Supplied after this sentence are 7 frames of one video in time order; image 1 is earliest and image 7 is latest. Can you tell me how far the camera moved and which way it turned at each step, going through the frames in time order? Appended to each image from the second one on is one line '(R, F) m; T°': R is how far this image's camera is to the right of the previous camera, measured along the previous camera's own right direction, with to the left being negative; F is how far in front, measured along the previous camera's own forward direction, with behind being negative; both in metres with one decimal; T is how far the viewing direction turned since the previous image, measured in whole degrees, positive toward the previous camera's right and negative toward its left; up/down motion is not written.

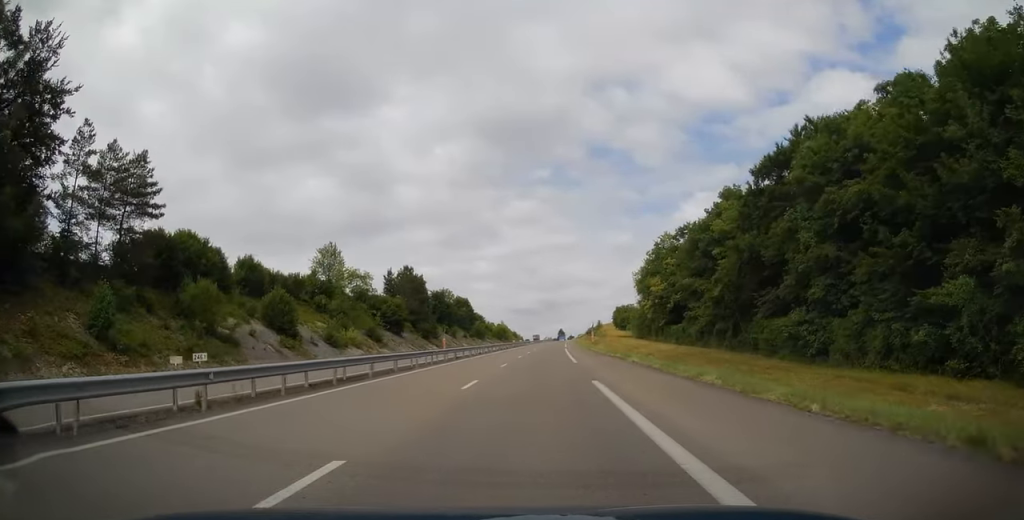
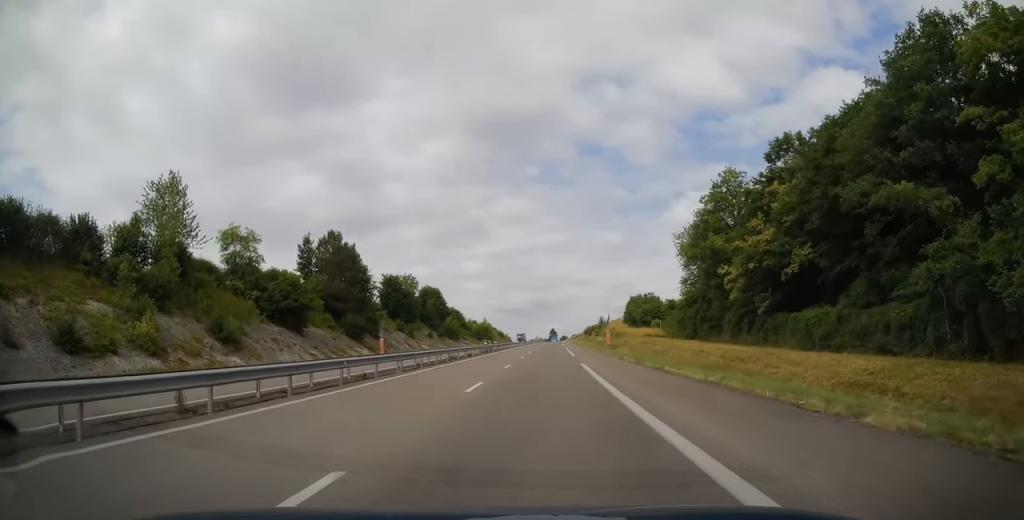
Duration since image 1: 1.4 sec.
(+0.3, +39.8) m; +1°
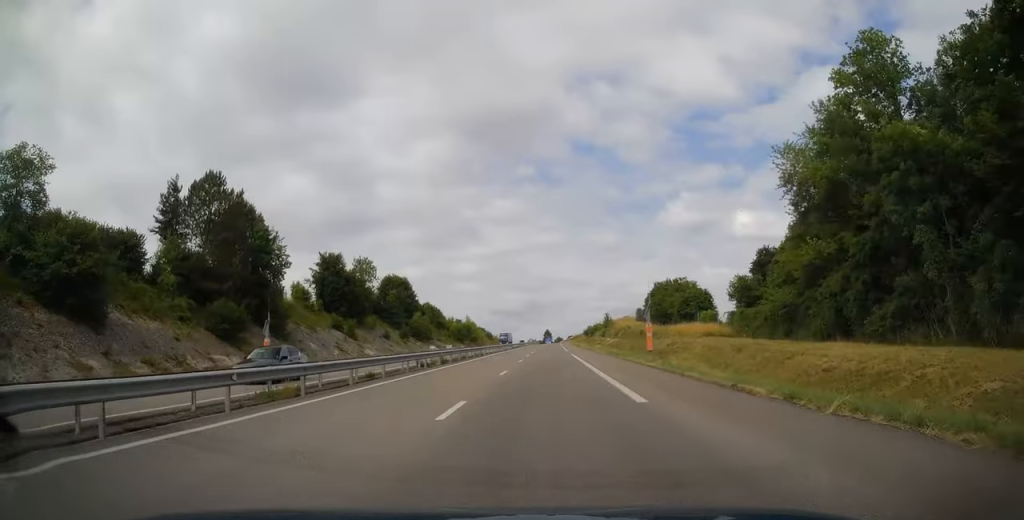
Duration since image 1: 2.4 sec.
(+0.4, +31.5) m; +1°
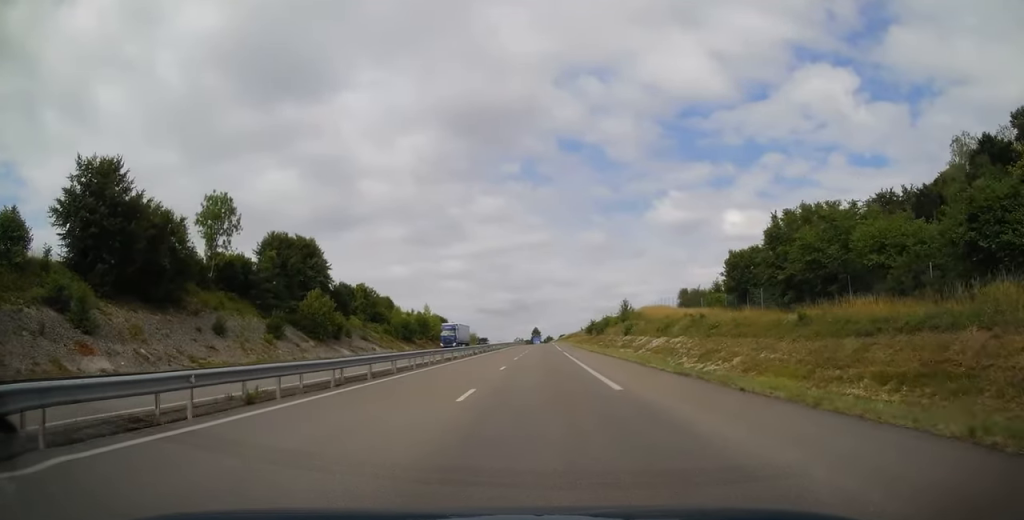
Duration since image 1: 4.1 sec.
(0.0, +49.0) m; 0°
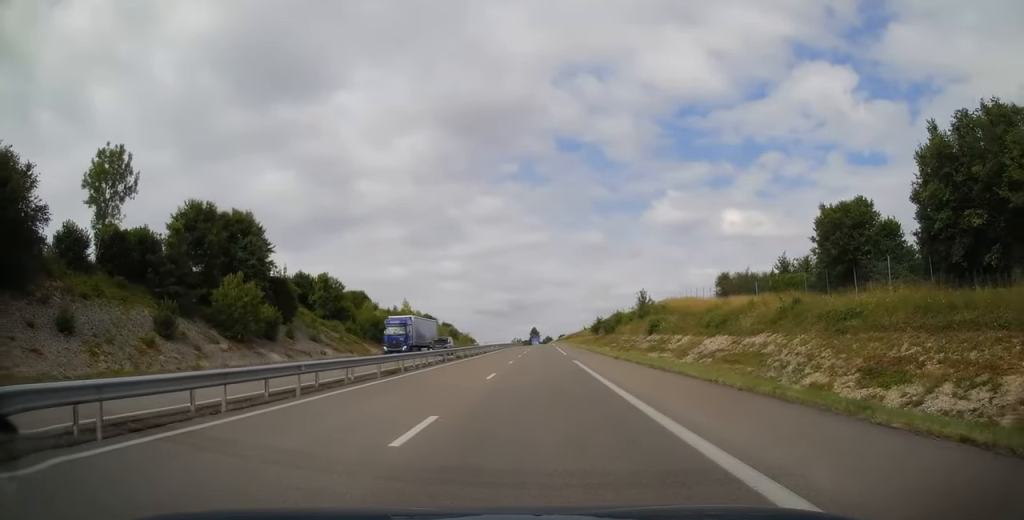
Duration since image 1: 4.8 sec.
(0.0, +18.4) m; 0°
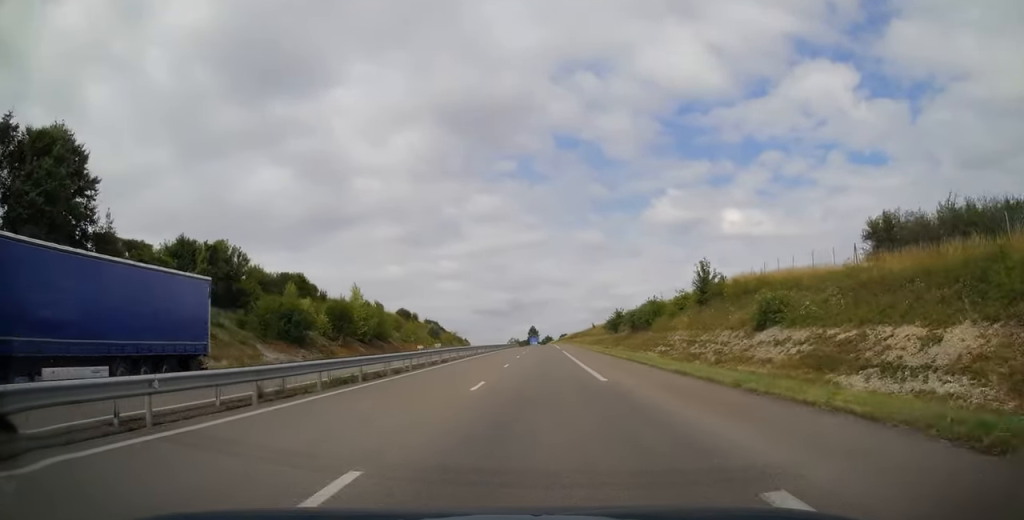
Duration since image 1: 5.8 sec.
(0.0, +30.6) m; 0°
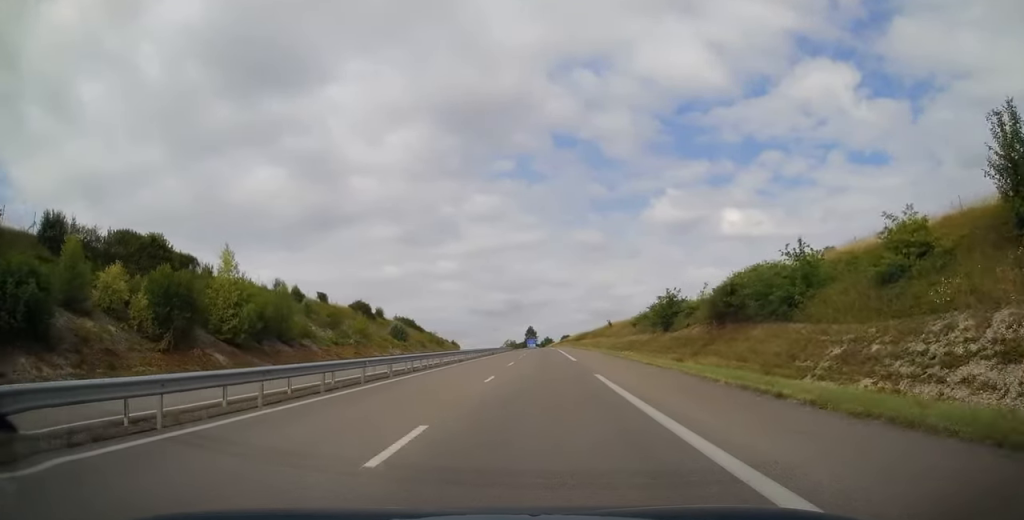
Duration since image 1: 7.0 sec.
(+0.1, +35.5) m; 0°
